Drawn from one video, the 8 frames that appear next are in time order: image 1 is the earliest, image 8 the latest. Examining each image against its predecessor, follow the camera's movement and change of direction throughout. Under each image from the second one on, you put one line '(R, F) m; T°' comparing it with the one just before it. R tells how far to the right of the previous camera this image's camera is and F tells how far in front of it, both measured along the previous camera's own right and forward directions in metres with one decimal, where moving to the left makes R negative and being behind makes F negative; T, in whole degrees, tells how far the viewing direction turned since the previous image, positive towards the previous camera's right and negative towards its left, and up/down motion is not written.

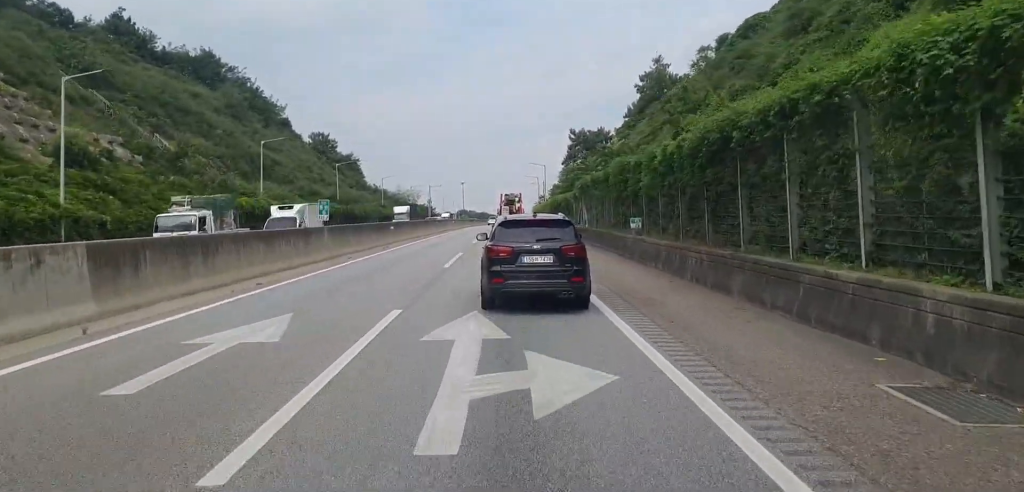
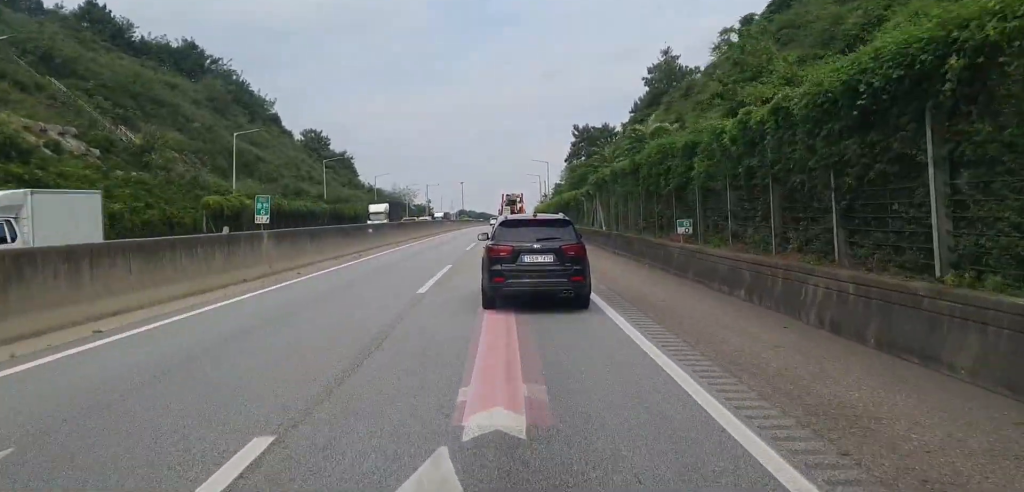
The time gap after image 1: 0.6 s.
(+0.1, +7.9) m; 0°
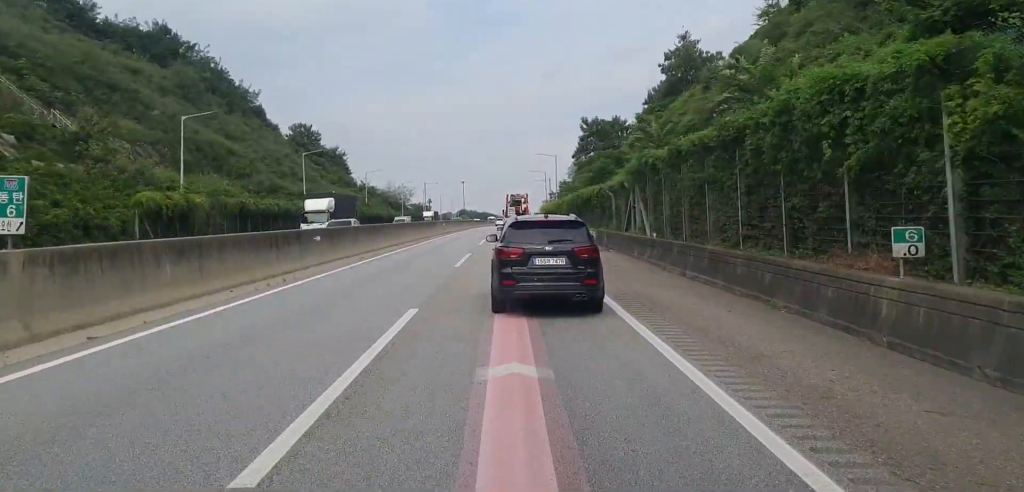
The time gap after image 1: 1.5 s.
(-0.1, +11.6) m; 0°
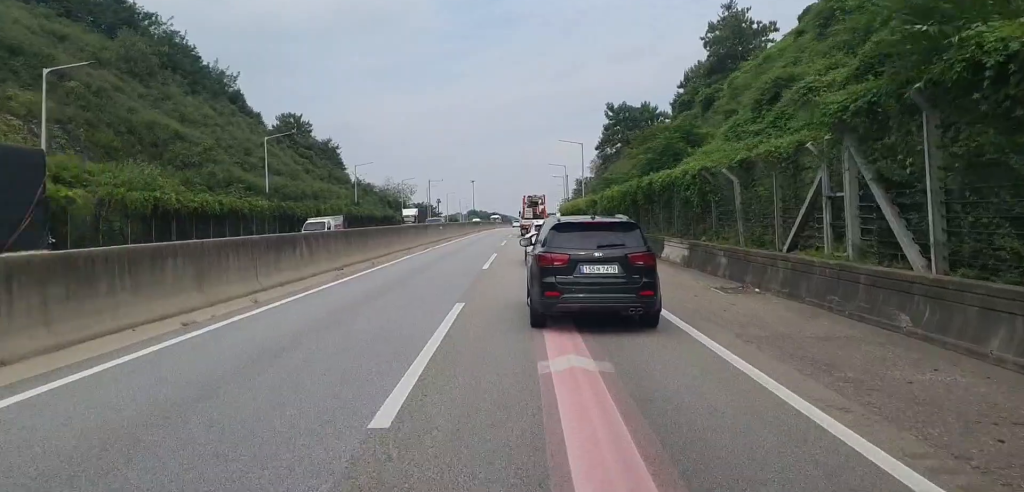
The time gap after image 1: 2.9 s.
(-0.1, +19.8) m; -2°
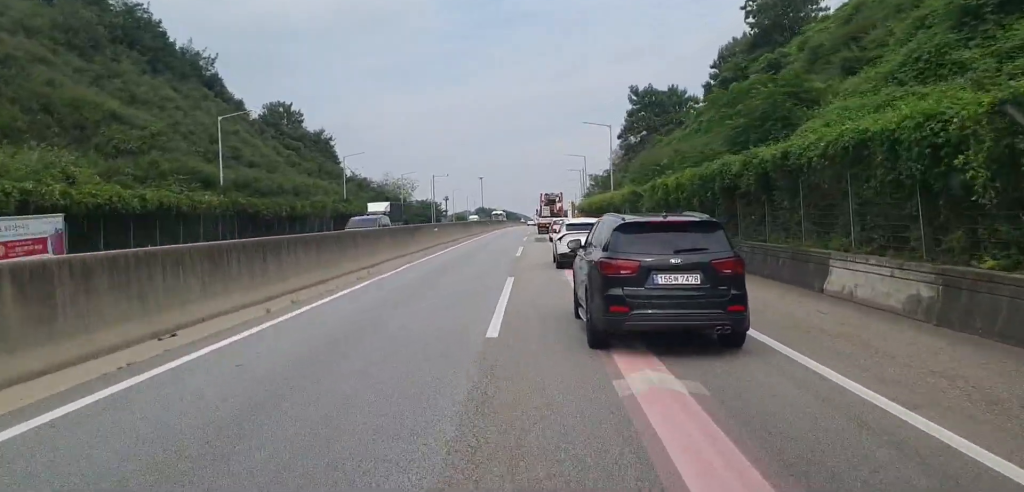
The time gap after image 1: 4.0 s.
(-0.4, +14.0) m; 0°
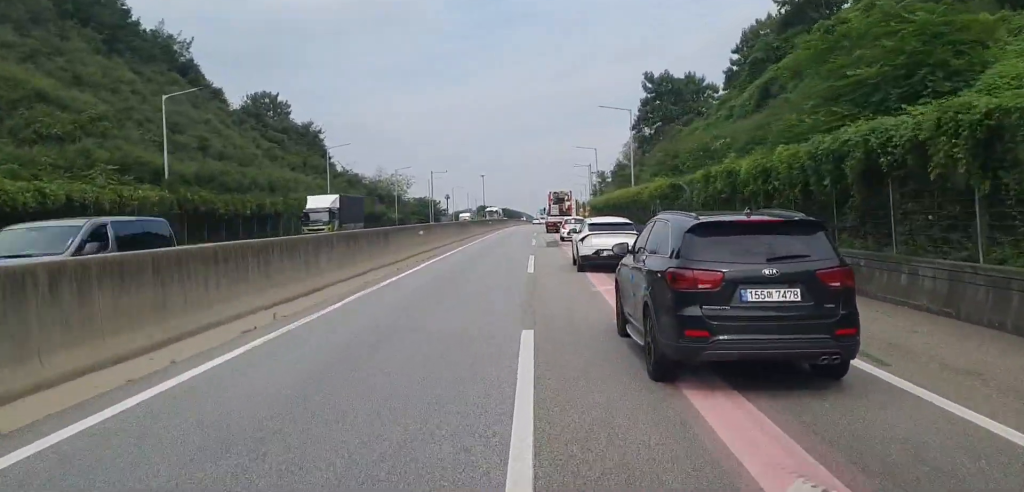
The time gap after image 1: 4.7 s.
(+0.4, +9.8) m; +1°
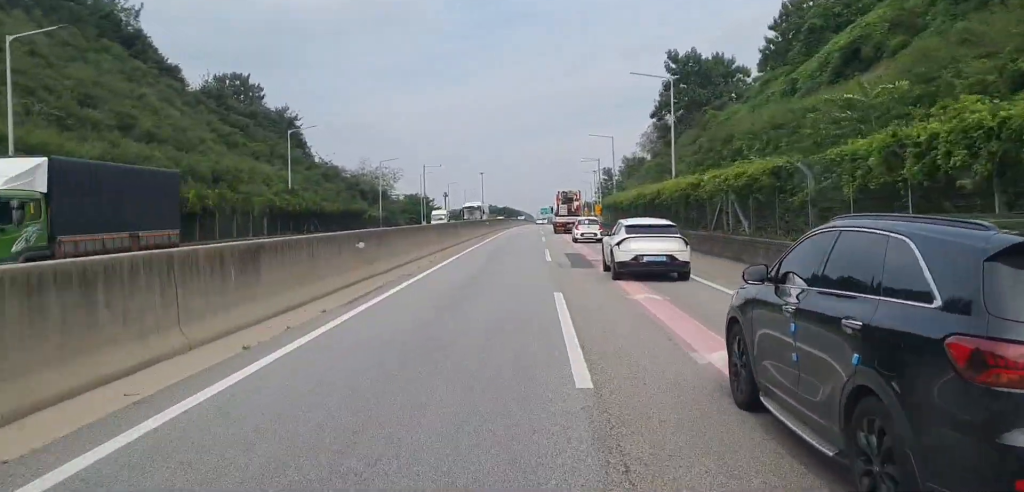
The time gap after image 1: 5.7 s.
(-0.2, +15.3) m; -1°
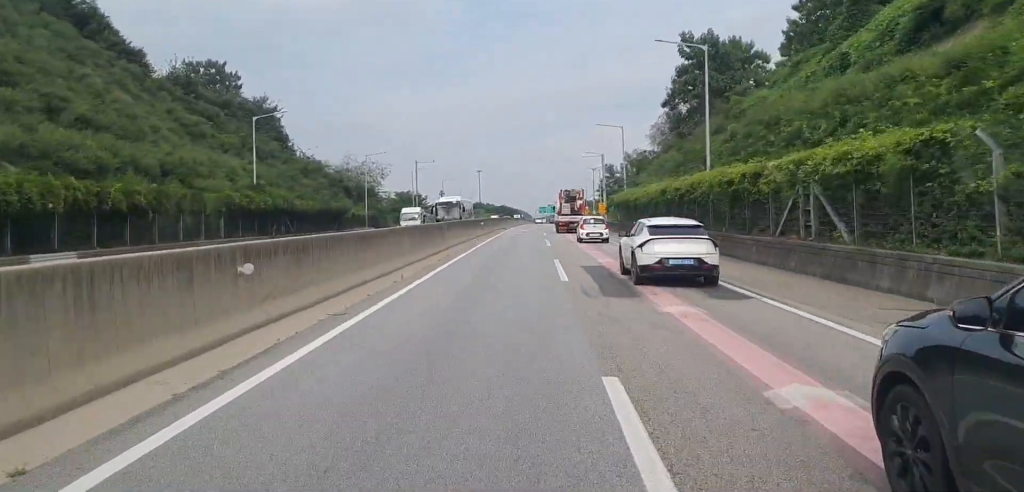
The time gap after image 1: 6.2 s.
(0.0, +8.4) m; 0°
